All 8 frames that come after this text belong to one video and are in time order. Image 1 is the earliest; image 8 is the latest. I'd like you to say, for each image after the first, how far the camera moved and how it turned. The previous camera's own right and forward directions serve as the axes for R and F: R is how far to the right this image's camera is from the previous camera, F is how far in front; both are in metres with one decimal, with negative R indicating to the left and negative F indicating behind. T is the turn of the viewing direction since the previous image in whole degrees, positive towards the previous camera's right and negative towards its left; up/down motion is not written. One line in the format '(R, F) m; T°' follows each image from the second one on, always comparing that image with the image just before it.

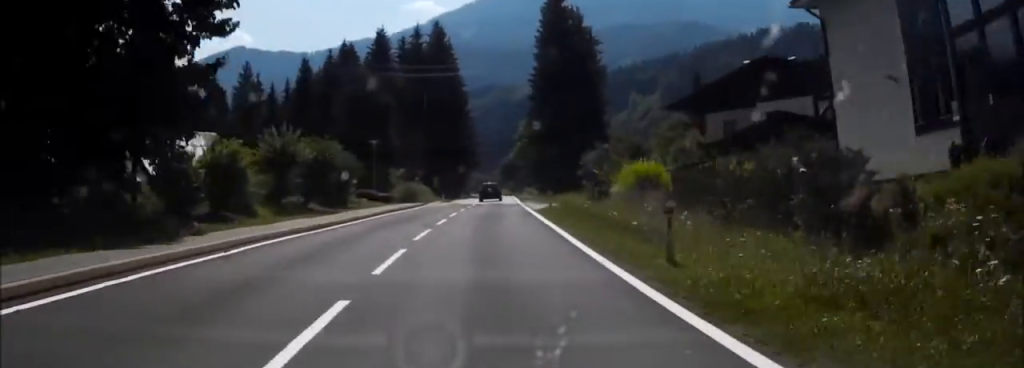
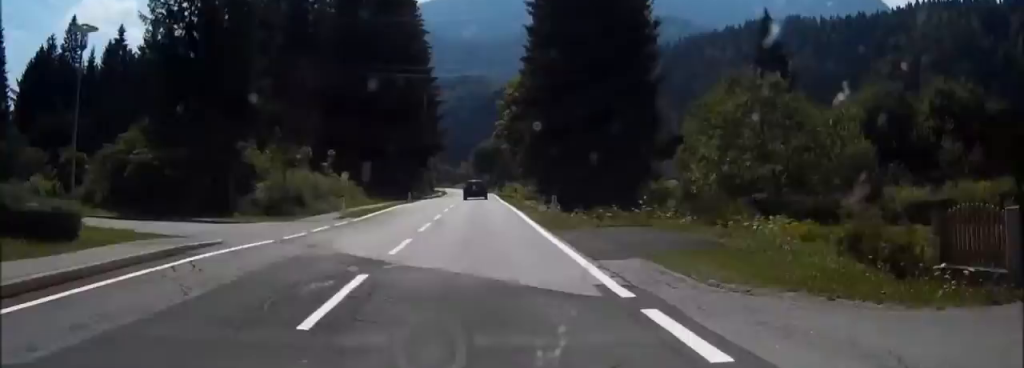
(+1.4, +38.8) m; +2°
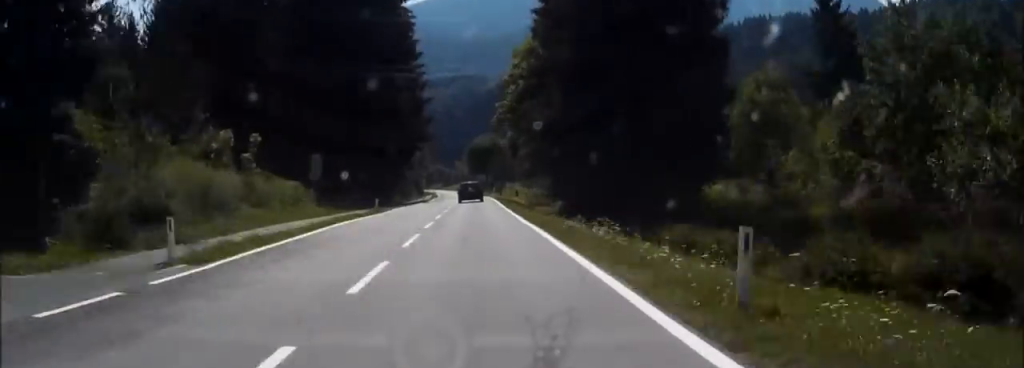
(0.0, +15.7) m; 0°
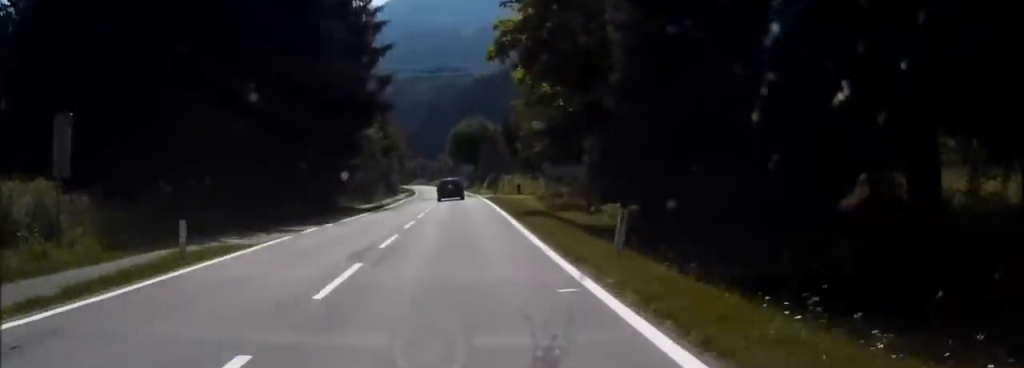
(0.0, +24.0) m; 0°
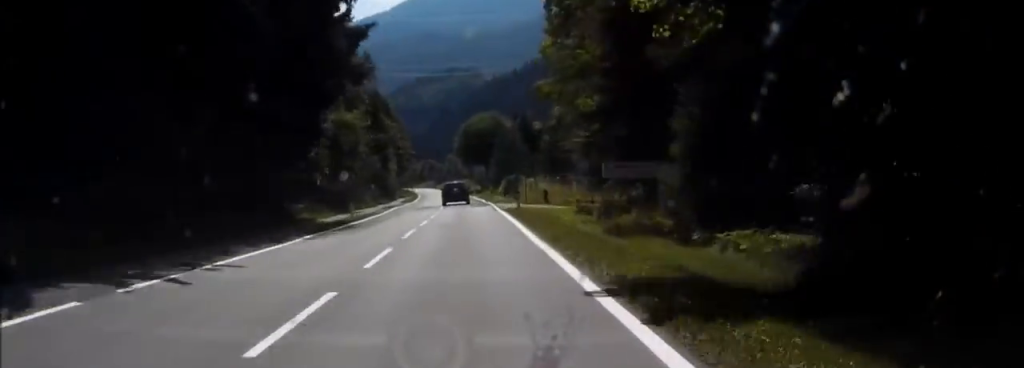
(0.0, +14.5) m; 0°
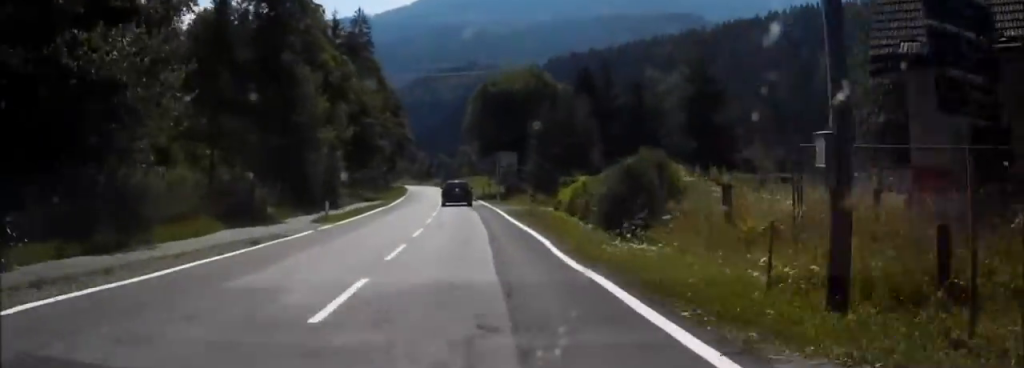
(0.0, +41.0) m; 0°
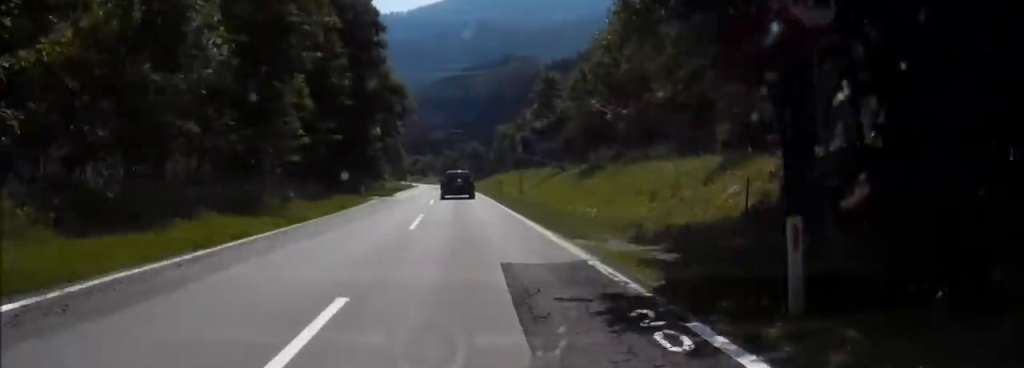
(-1.3, +53.0) m; -3°
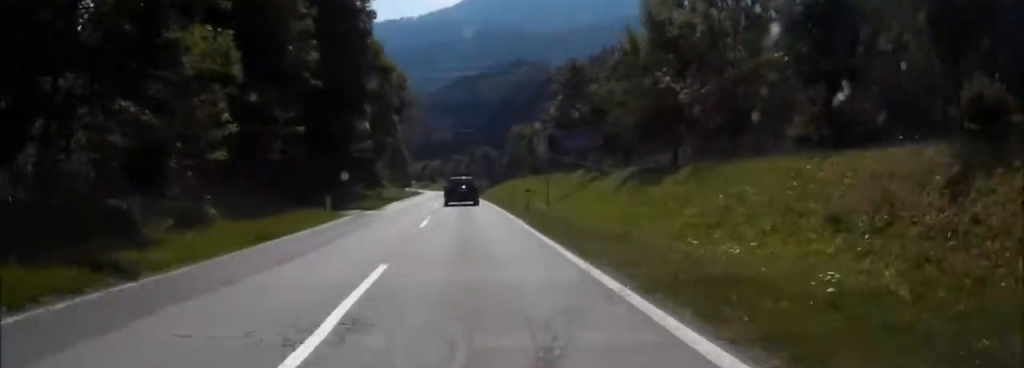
(-0.1, +11.8) m; -1°
